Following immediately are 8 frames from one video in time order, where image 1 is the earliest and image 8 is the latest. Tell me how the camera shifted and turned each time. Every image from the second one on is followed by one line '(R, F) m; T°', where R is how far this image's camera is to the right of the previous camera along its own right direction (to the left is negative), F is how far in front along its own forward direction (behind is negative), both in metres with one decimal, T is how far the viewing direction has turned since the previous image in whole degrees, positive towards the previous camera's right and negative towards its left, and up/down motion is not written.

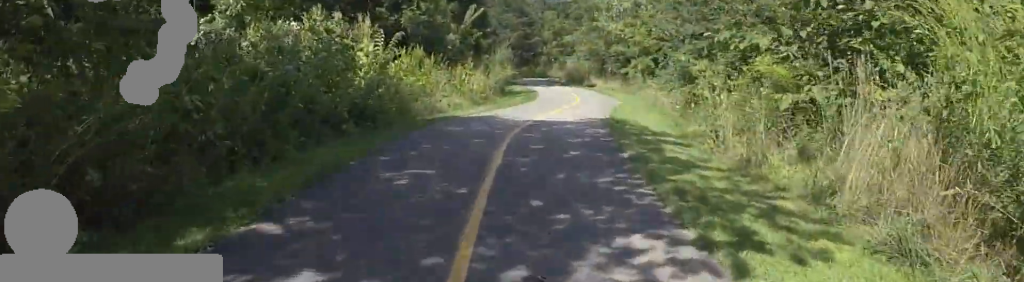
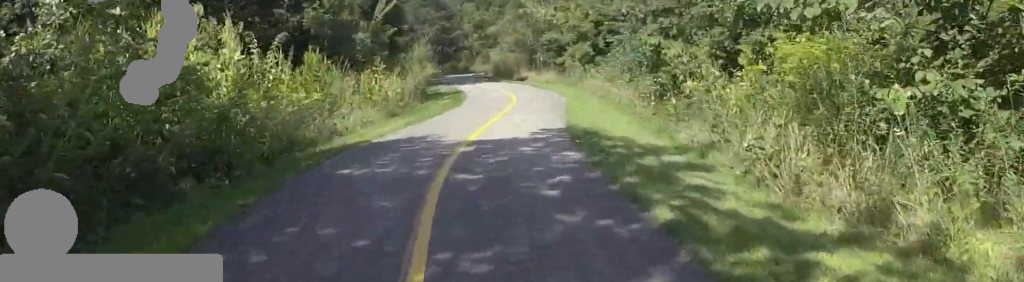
(+0.3, +3.5) m; +9°
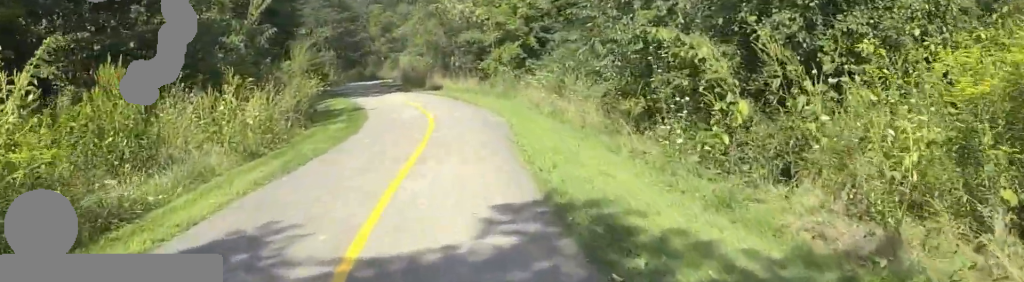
(+0.5, +4.8) m; +1°
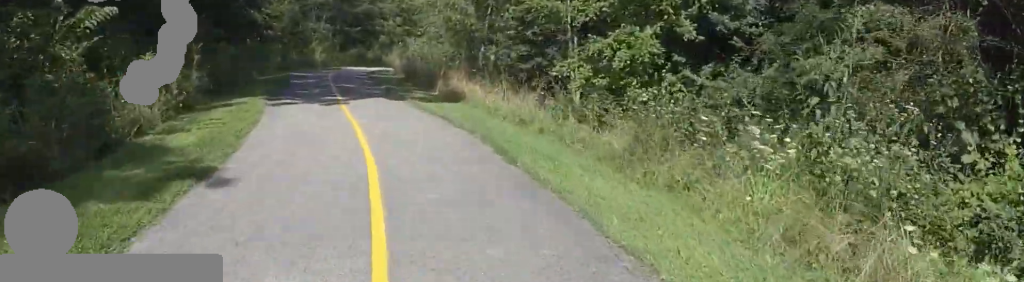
(-0.9, +12.4) m; -5°
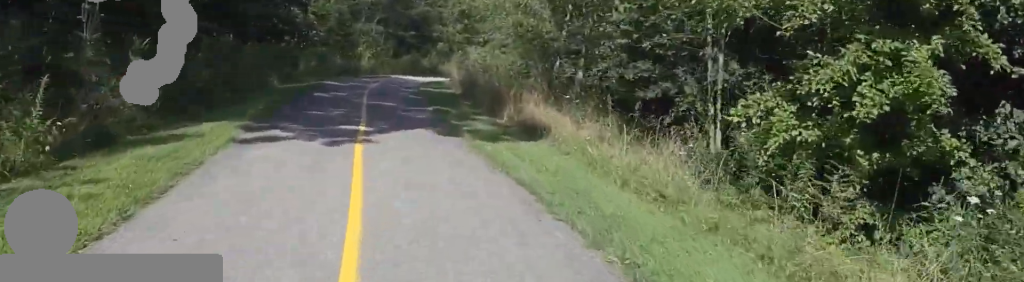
(0.0, +4.8) m; -6°
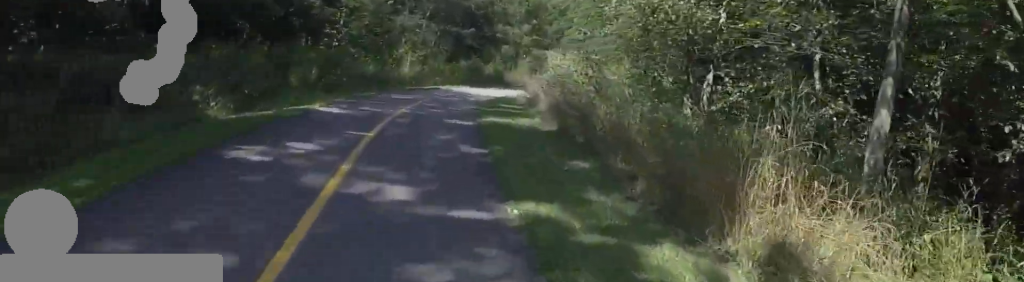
(-1.2, +8.9) m; -4°
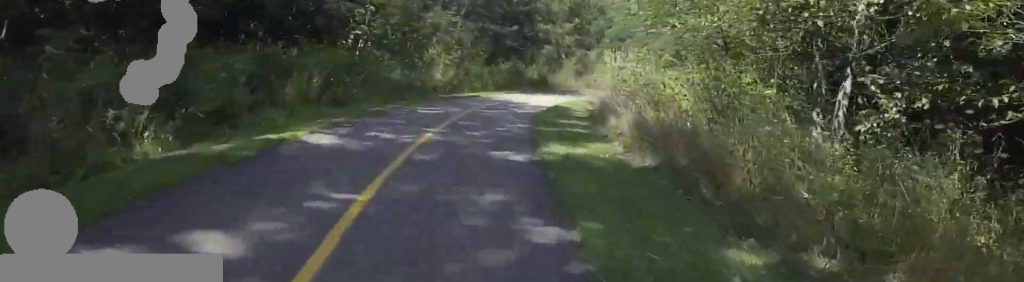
(+0.6, +3.7) m; 0°
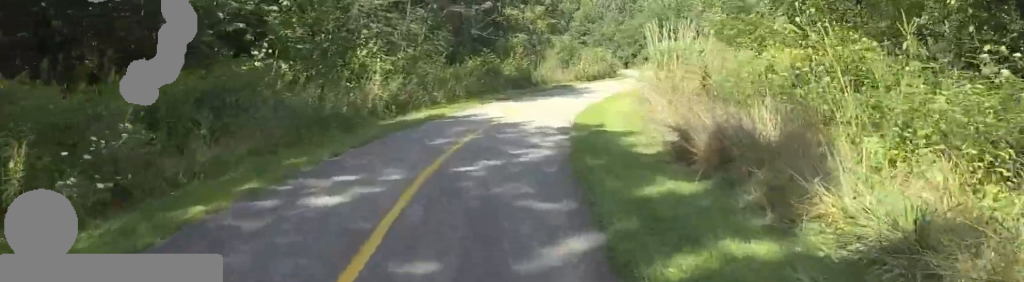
(-0.5, +7.7) m; 0°
